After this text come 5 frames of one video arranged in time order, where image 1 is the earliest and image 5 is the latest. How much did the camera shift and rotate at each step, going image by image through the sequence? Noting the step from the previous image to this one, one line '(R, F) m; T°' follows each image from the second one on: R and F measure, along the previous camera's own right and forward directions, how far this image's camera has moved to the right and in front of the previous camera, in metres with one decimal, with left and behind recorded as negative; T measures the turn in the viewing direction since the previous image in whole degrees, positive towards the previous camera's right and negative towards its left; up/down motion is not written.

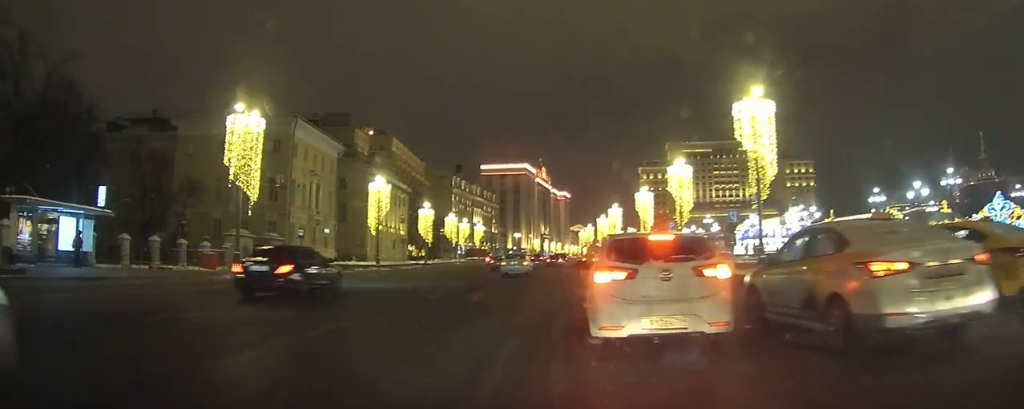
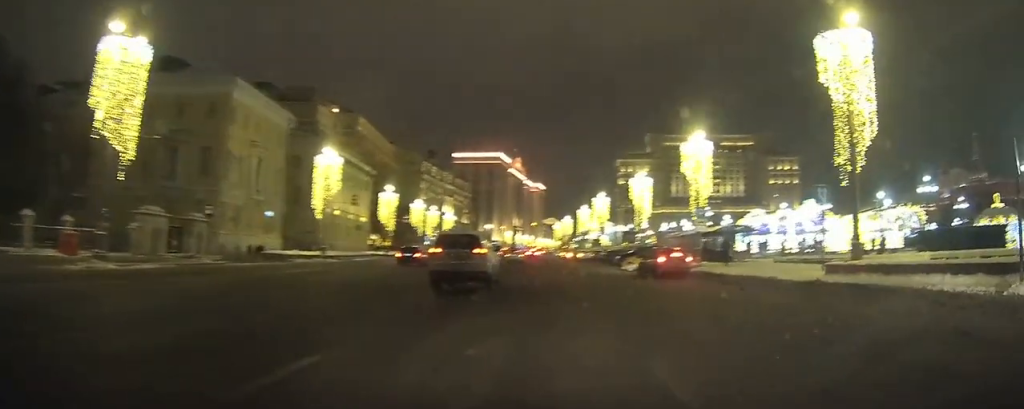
(+0.1, +12.3) m; +9°
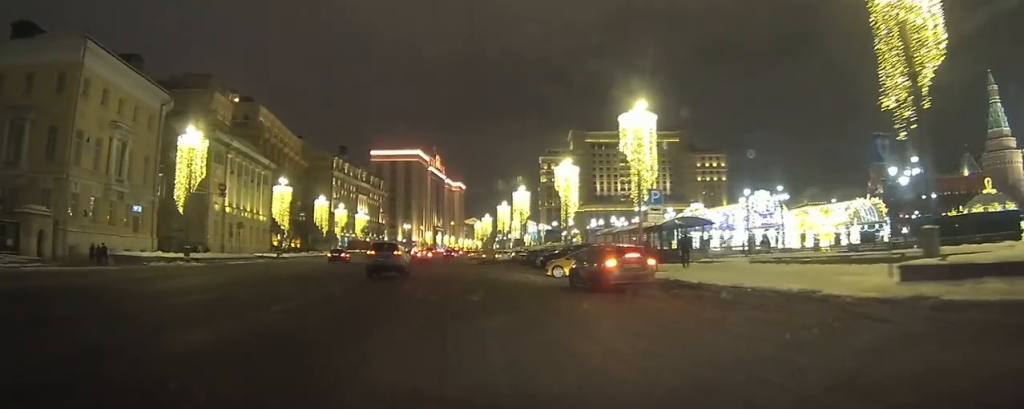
(+0.6, +9.7) m; +3°
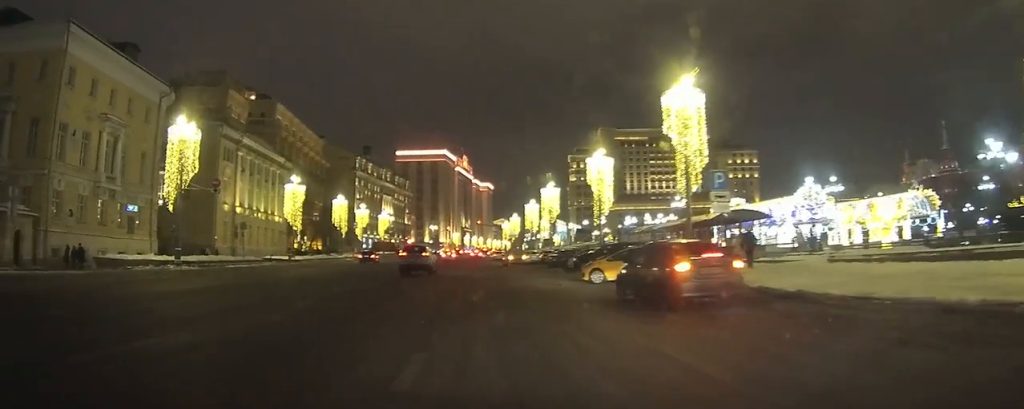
(-0.1, +5.1) m; -2°
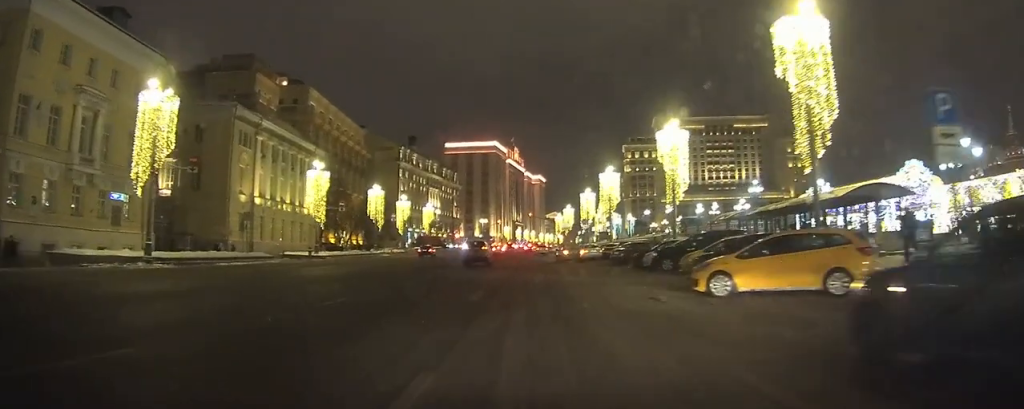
(-0.2, +9.1) m; -1°
